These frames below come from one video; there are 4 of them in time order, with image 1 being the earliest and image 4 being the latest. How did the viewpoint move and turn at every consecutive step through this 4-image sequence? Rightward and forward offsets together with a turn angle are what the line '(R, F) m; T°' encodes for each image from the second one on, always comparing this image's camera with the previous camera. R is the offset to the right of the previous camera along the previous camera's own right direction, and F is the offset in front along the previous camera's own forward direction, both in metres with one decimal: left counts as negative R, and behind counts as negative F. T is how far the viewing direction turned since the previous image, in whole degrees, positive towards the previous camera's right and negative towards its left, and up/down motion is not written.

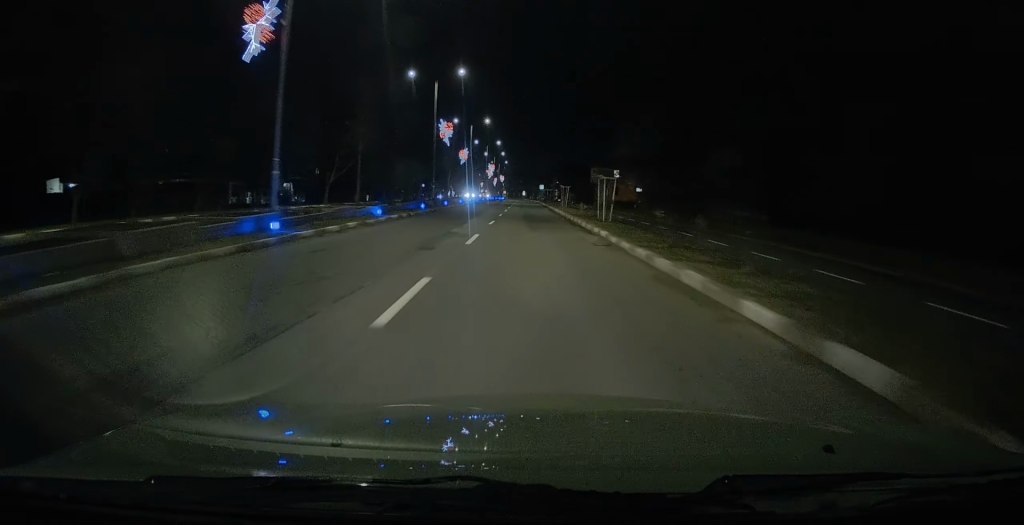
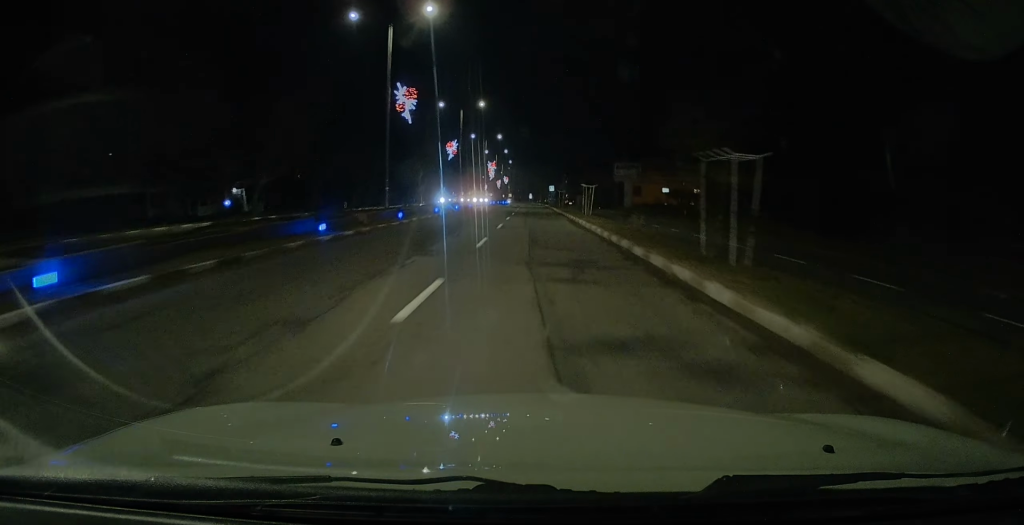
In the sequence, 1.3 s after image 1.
(0.0, +17.2) m; 0°
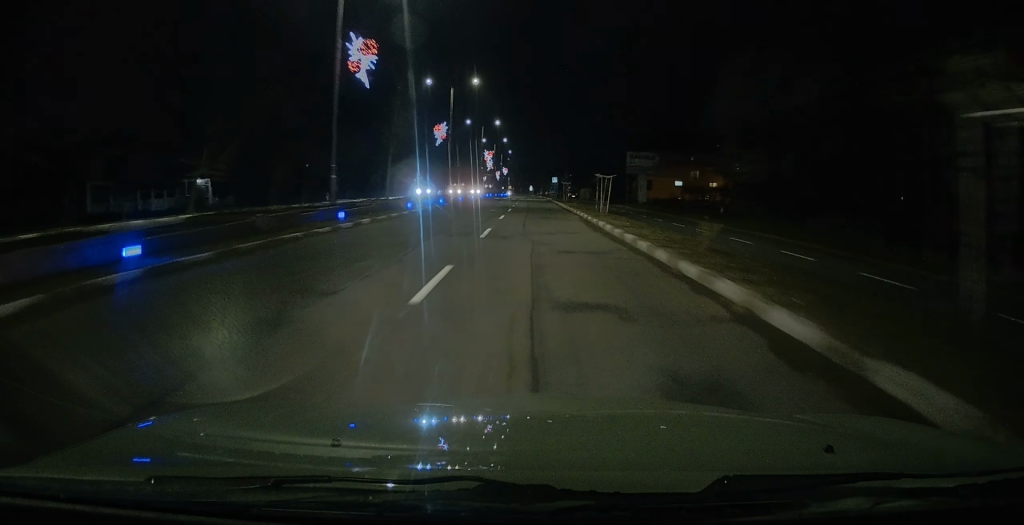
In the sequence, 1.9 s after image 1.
(-0.1, +8.3) m; 0°
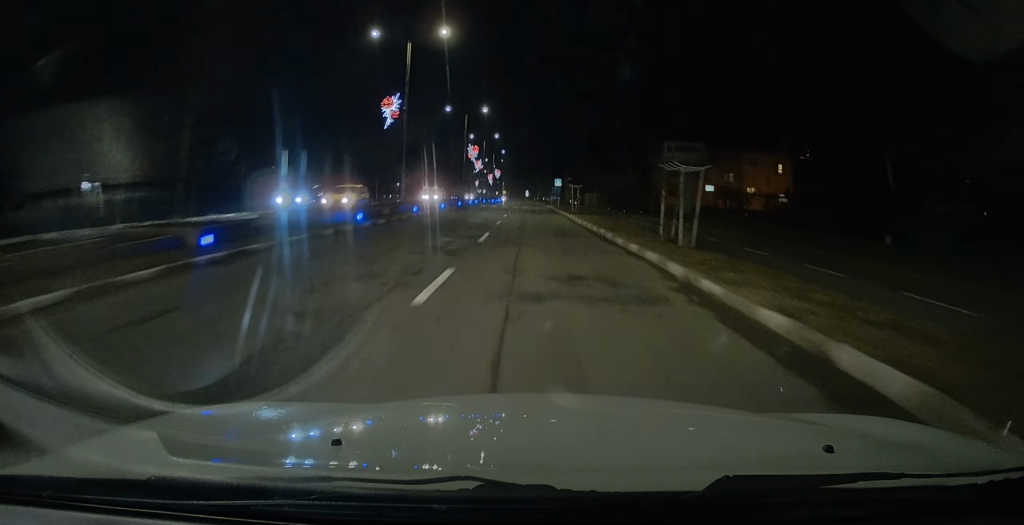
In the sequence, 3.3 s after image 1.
(+0.2, +17.7) m; 0°
